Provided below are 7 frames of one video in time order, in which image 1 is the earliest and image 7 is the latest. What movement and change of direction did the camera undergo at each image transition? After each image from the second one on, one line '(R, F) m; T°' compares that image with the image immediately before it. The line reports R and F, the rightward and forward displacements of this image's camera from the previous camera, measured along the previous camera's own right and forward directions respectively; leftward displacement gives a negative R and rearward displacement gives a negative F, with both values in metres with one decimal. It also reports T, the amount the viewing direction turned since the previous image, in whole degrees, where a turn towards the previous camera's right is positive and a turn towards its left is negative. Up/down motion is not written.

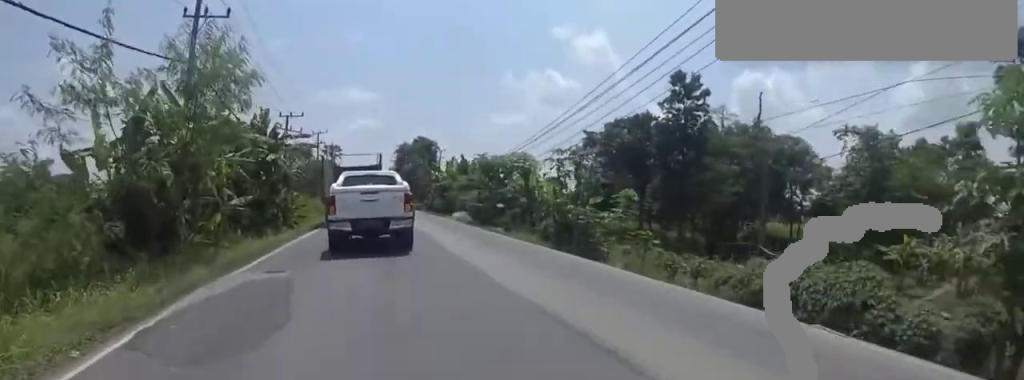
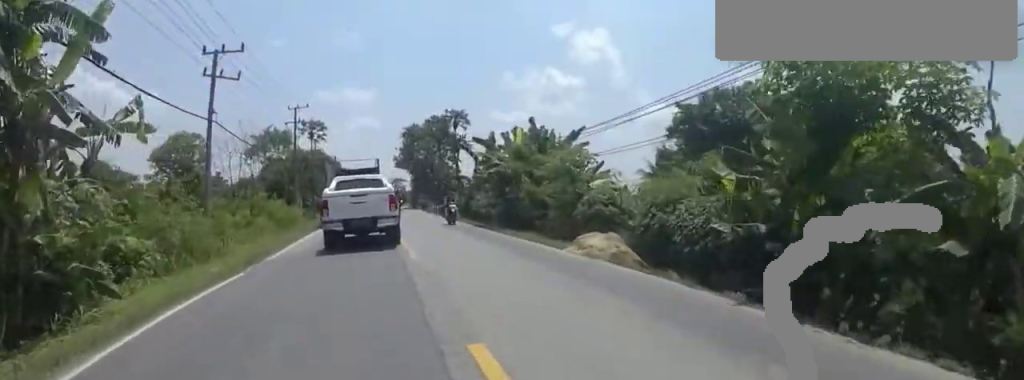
(+2.2, +17.5) m; +8°
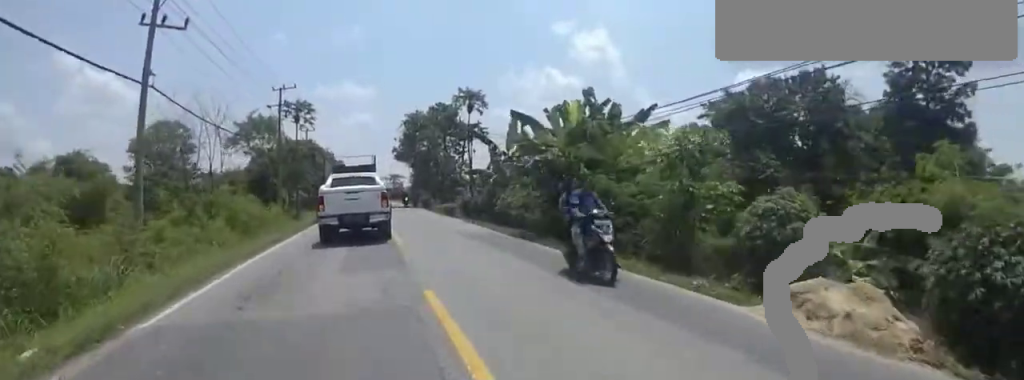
(0.0, +6.2) m; -3°
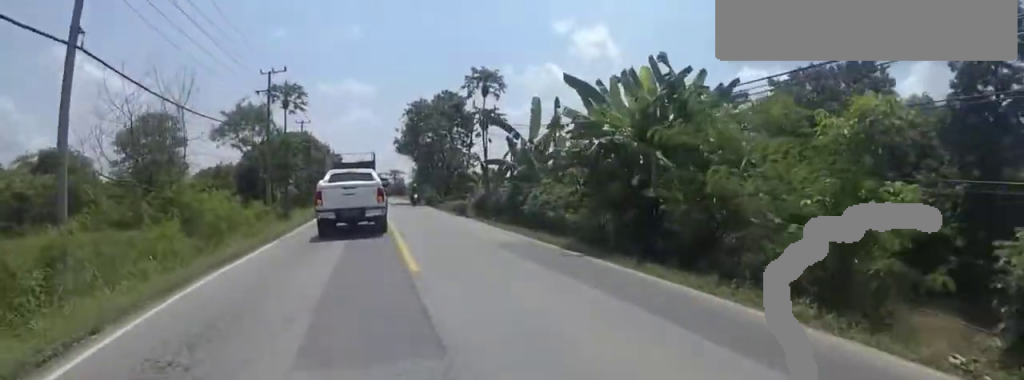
(-0.1, +4.2) m; -2°
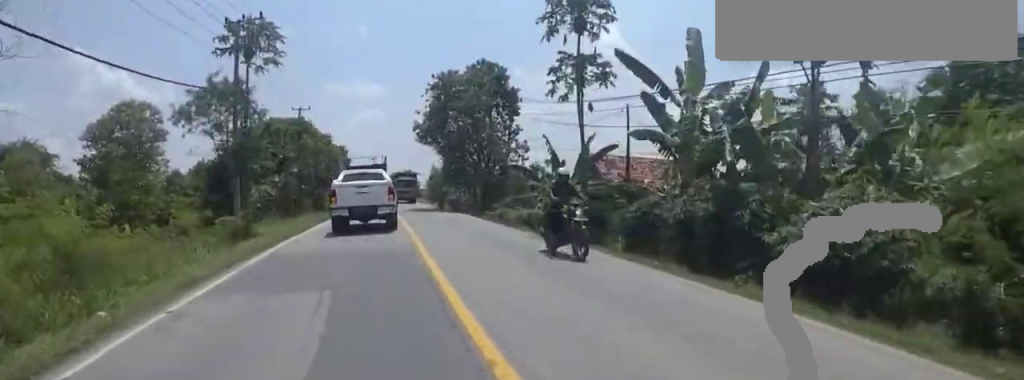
(-0.5, +11.1) m; +2°
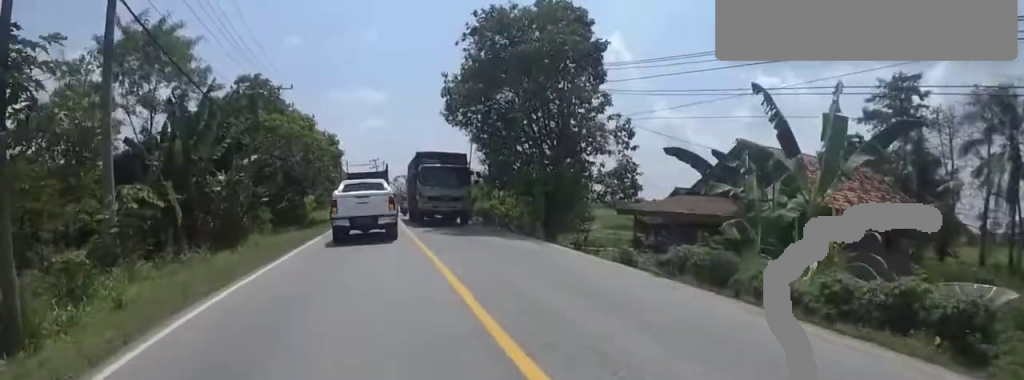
(+1.2, +12.1) m; +4°
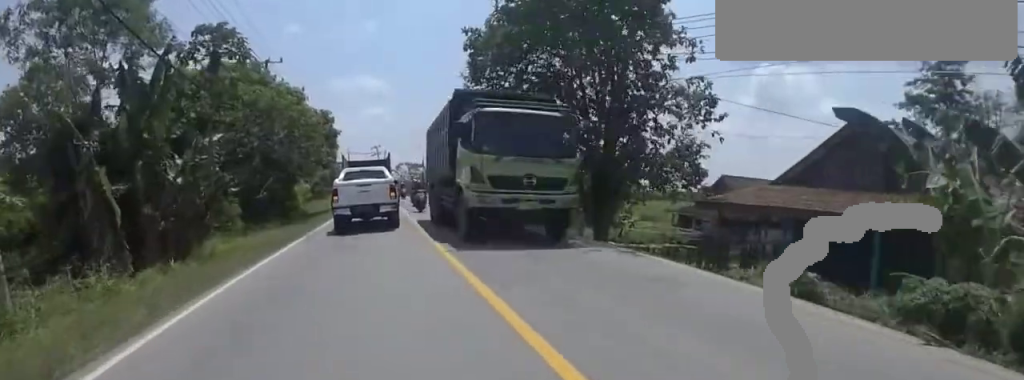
(-0.4, +4.6) m; -4°
